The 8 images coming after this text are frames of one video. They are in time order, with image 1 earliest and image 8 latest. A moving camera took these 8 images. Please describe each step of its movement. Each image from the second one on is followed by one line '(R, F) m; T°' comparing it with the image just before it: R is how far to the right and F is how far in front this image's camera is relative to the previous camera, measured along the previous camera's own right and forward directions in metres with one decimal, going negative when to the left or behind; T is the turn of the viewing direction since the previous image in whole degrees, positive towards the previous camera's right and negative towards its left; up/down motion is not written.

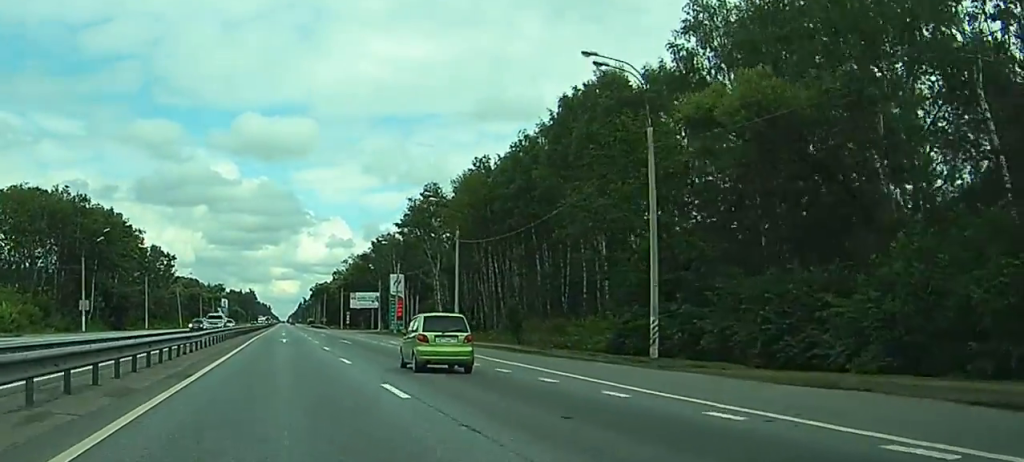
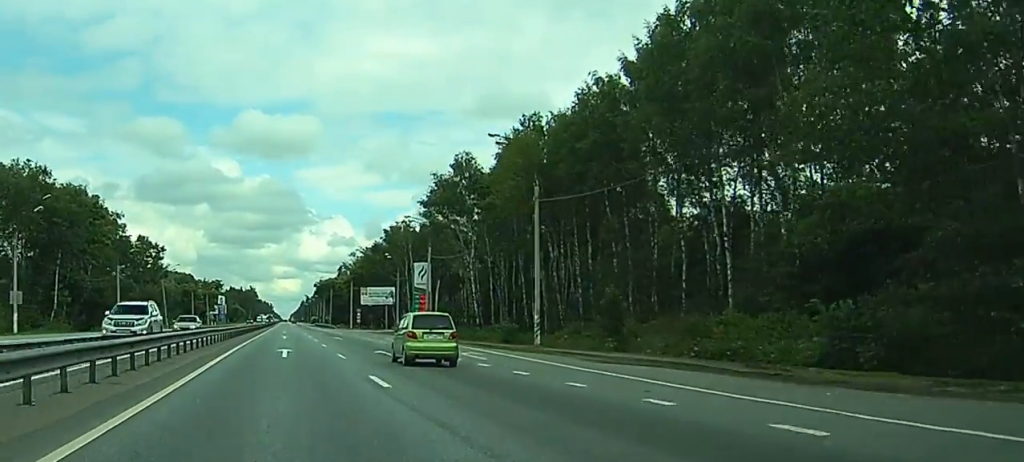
(+0.1, +22.3) m; 0°
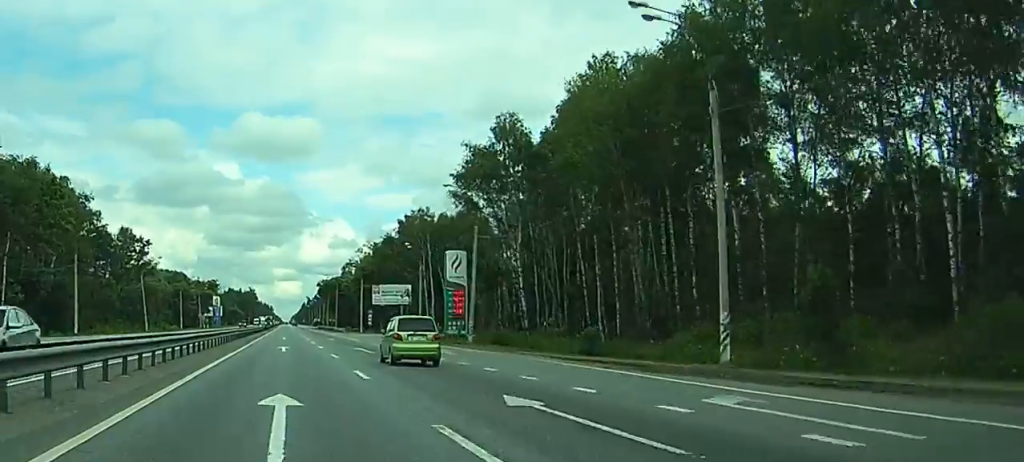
(-0.1, +21.1) m; -1°
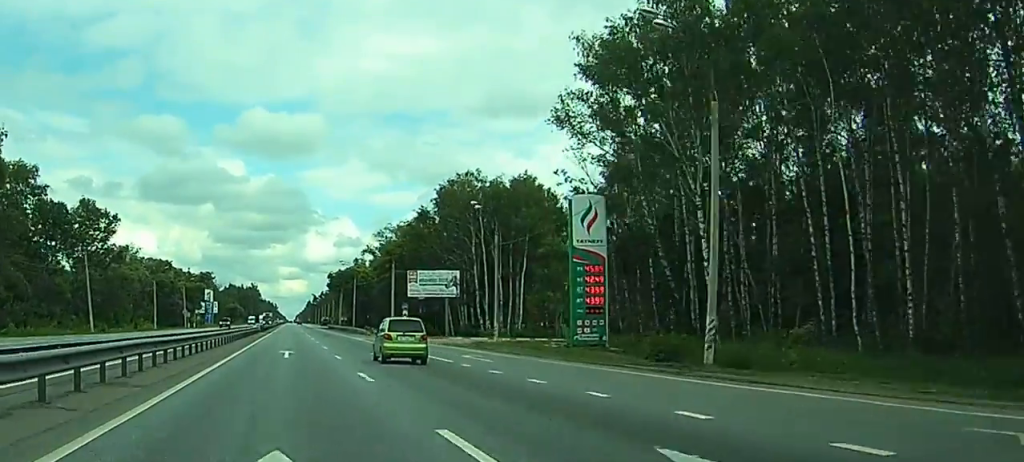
(-0.1, +36.0) m; 0°
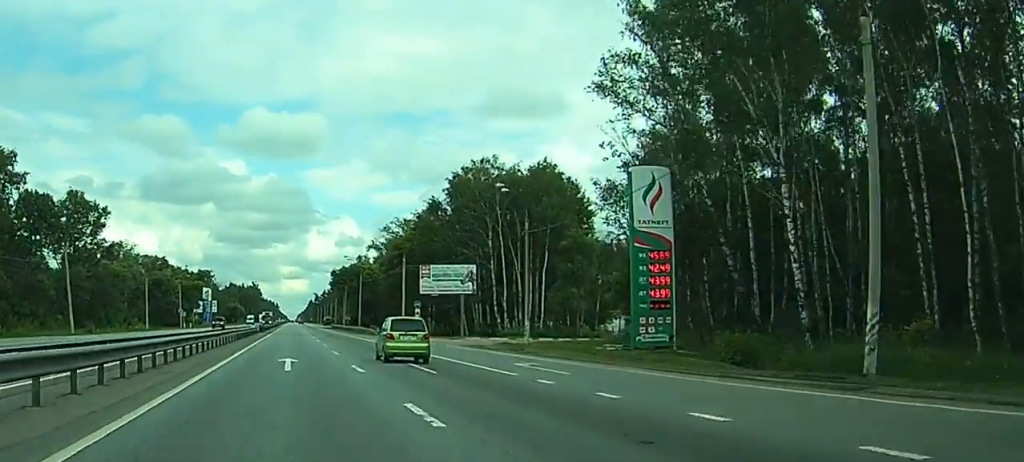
(0.0, +8.1) m; 0°
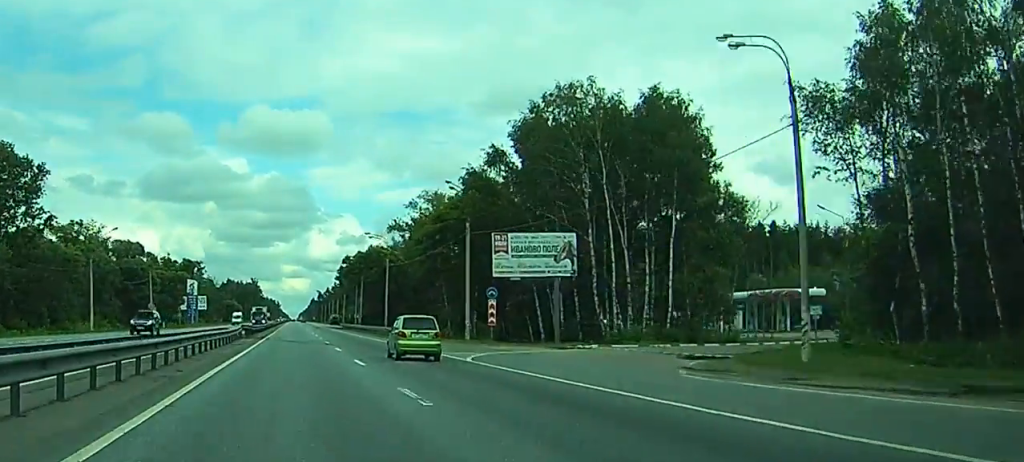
(-0.1, +31.2) m; 0°
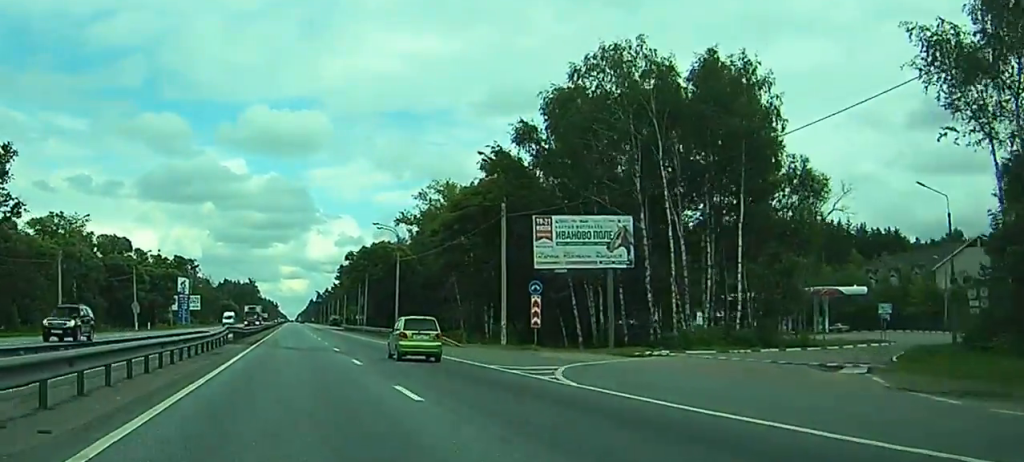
(-0.1, +10.5) m; 0°
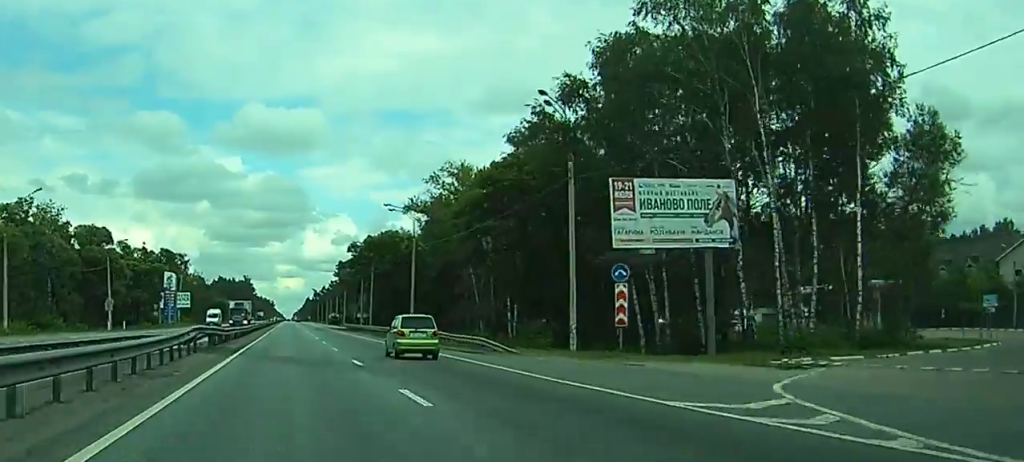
(+0.2, +13.9) m; +1°
